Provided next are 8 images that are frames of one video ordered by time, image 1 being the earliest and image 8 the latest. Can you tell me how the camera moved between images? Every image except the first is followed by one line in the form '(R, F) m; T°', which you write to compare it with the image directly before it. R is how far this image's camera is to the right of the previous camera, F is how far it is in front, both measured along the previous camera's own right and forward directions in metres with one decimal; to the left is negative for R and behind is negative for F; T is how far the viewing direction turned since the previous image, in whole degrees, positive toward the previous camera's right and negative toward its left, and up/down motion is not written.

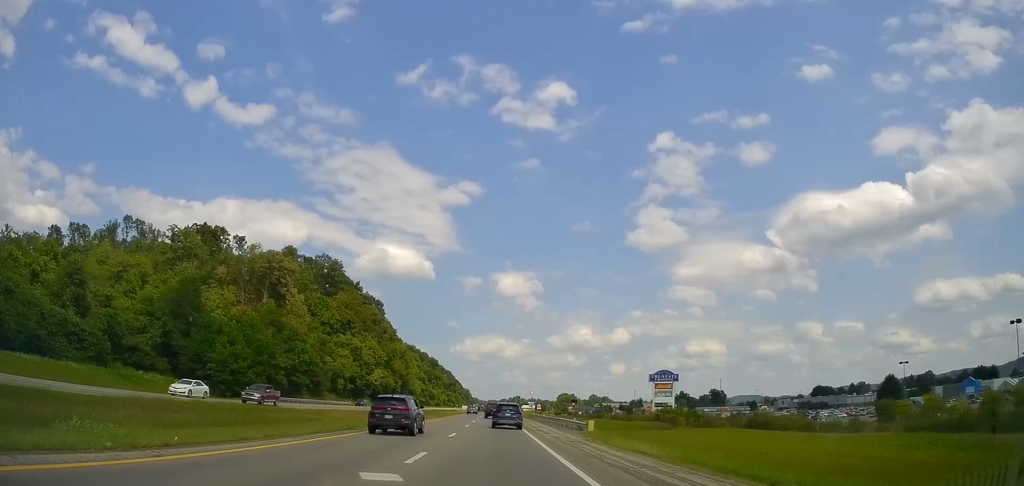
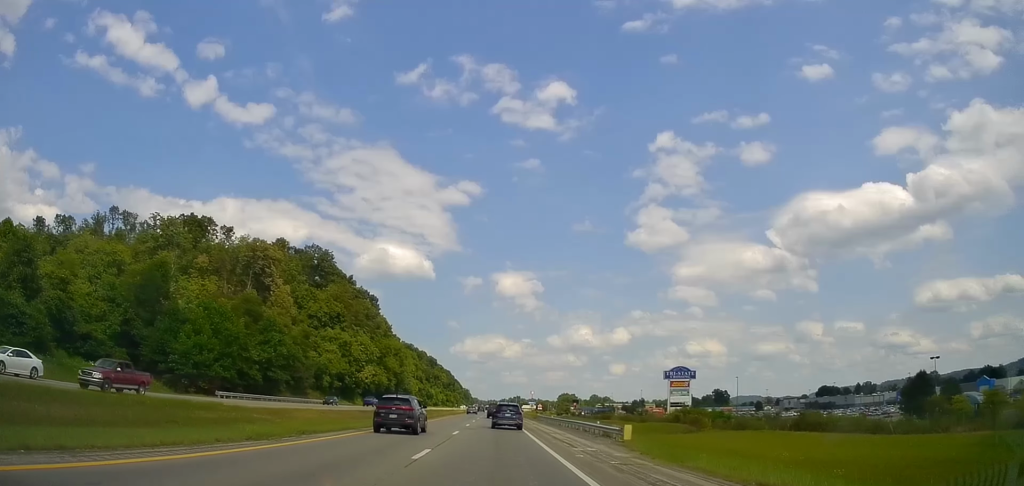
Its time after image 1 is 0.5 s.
(-0.3, +10.9) m; -1°
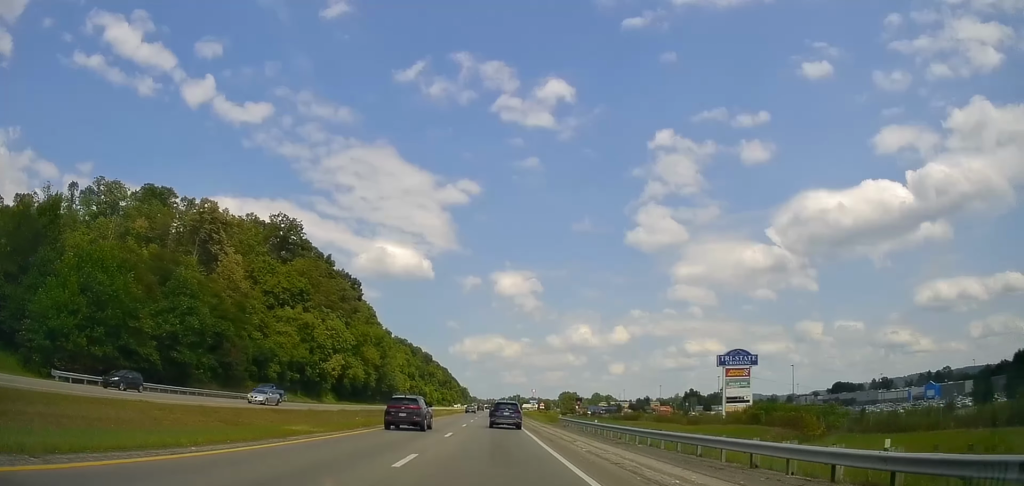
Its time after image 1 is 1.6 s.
(-0.3, +27.9) m; -1°
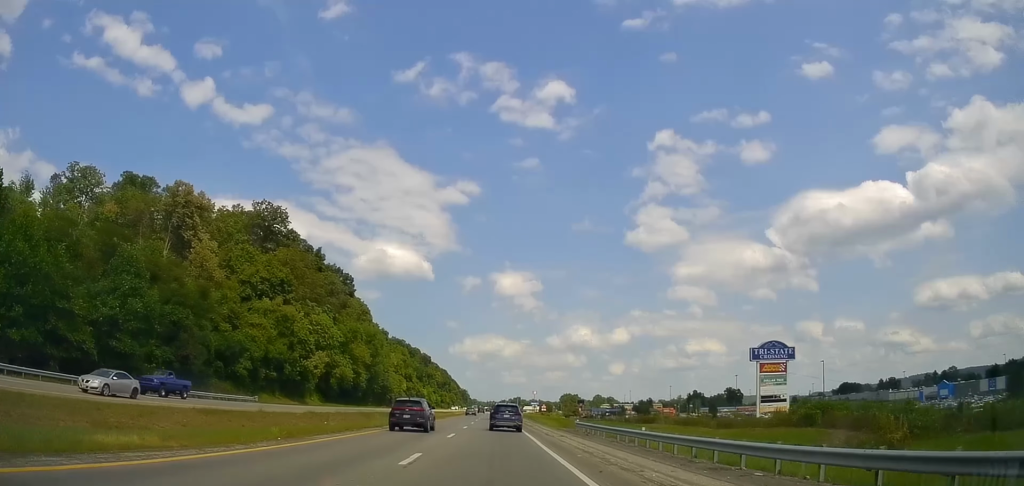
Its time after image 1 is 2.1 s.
(0.0, +11.3) m; 0°
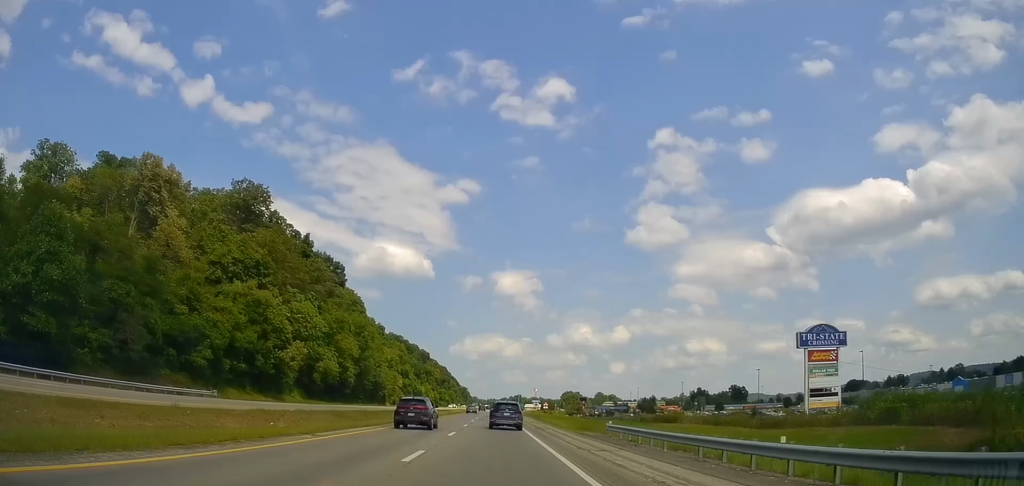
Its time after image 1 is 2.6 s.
(0.0, +12.1) m; 0°
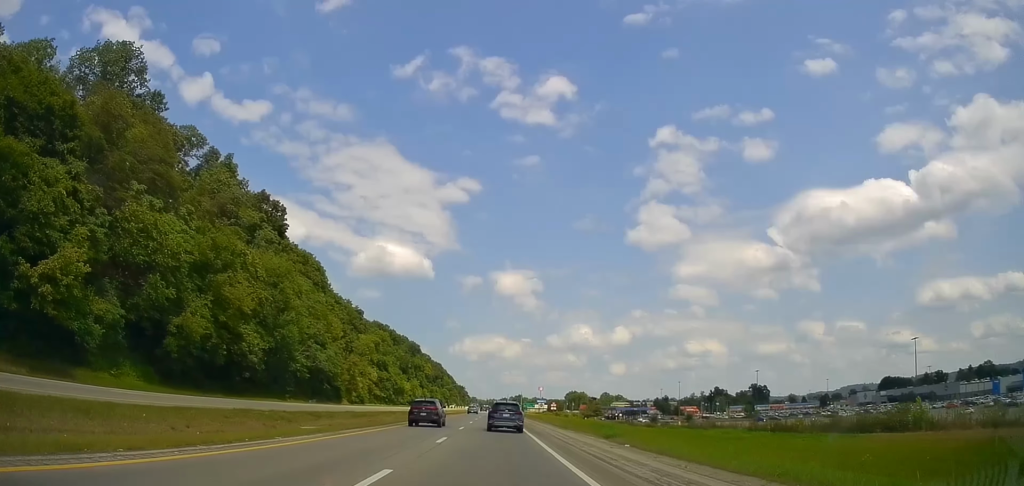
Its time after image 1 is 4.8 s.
(+0.2, +53.9) m; -1°
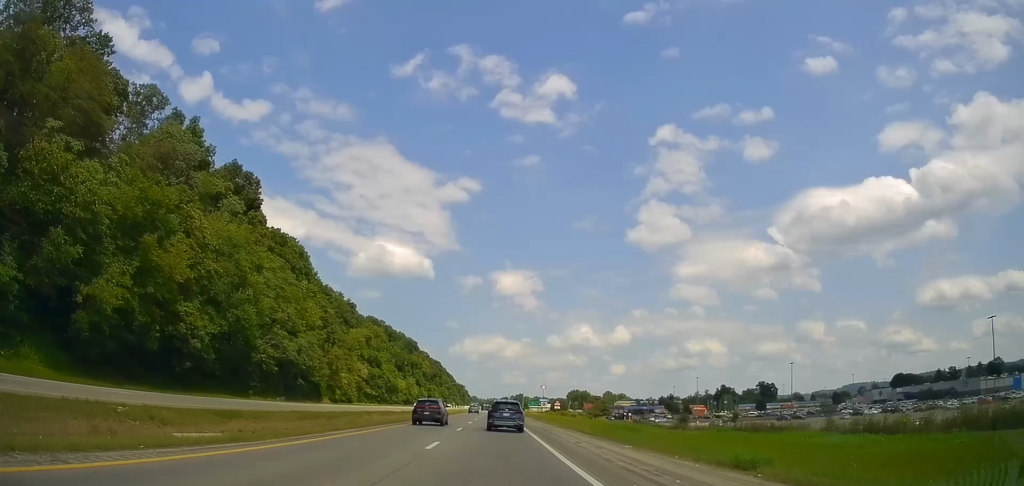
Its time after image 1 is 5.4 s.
(-0.3, +15.9) m; 0°
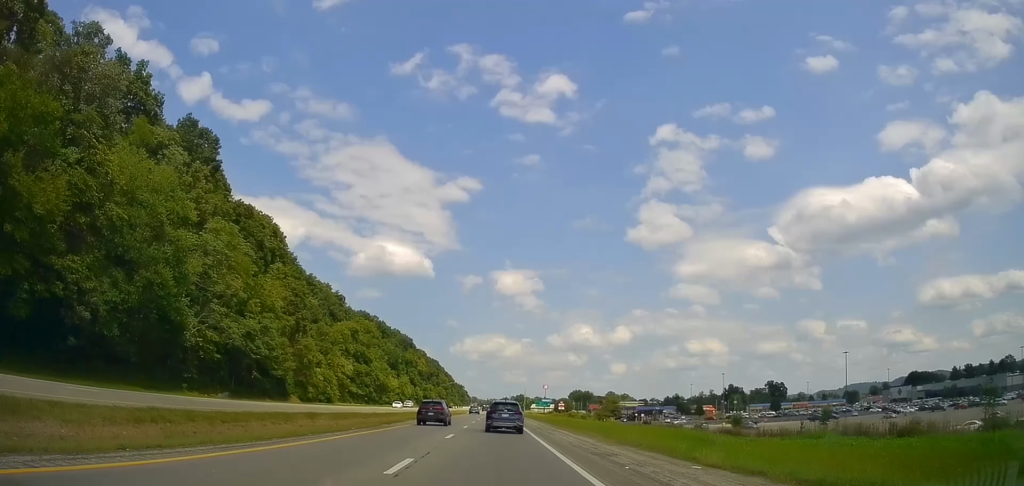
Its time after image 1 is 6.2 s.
(-0.1, +19.6) m; 0°
